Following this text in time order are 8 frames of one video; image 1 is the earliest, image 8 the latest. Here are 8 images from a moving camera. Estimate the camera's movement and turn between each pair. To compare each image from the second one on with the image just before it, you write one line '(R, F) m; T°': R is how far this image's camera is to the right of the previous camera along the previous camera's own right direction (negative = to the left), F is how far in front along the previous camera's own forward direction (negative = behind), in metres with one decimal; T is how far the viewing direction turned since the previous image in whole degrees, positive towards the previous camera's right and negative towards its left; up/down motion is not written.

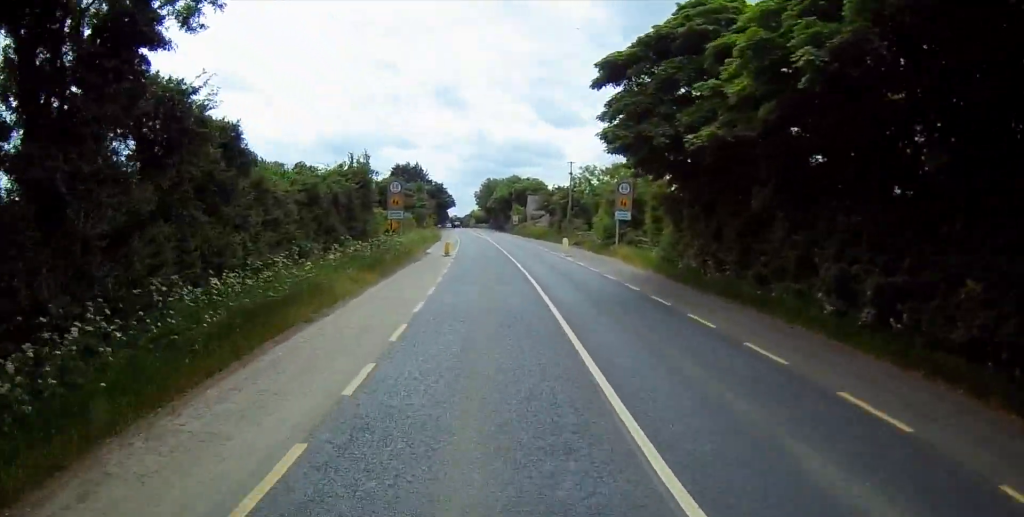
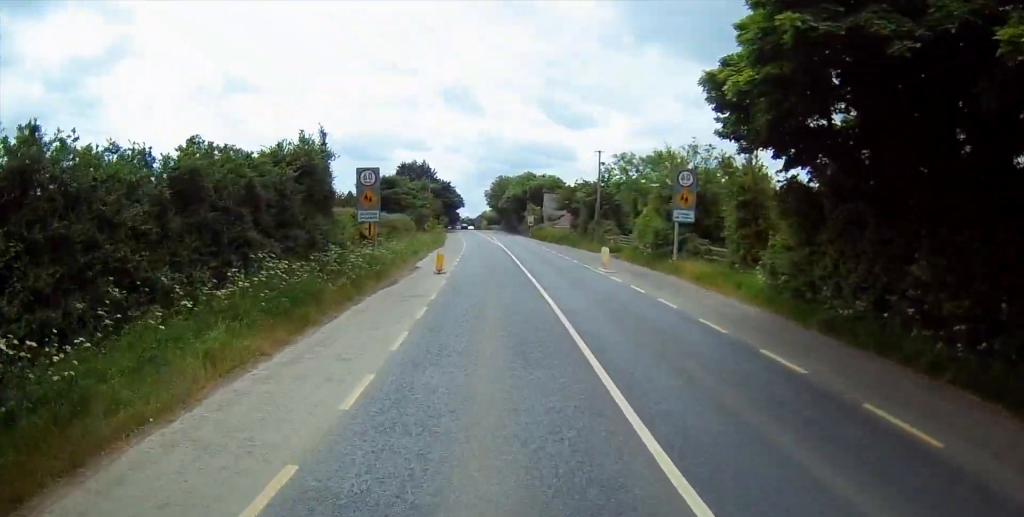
(-0.1, +13.2) m; -1°
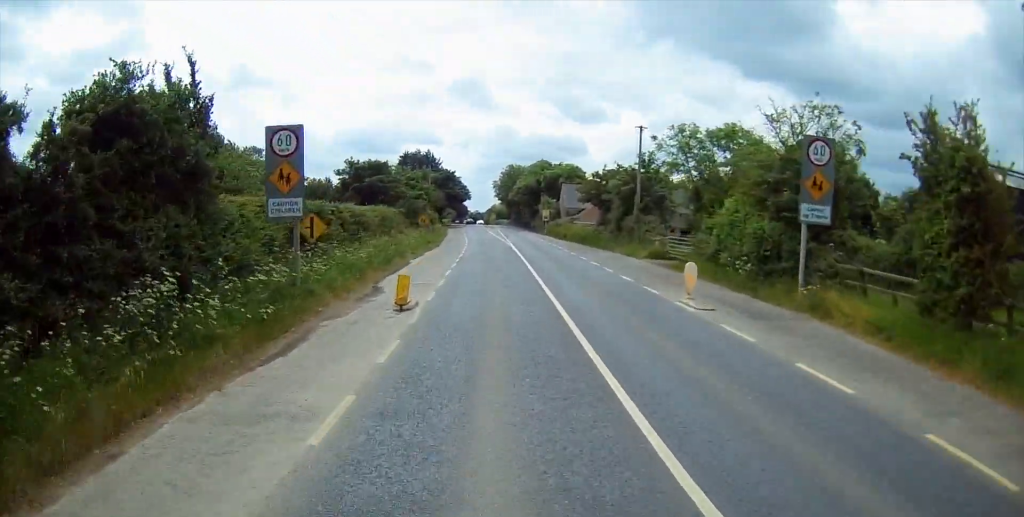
(+0.2, +14.3) m; -1°
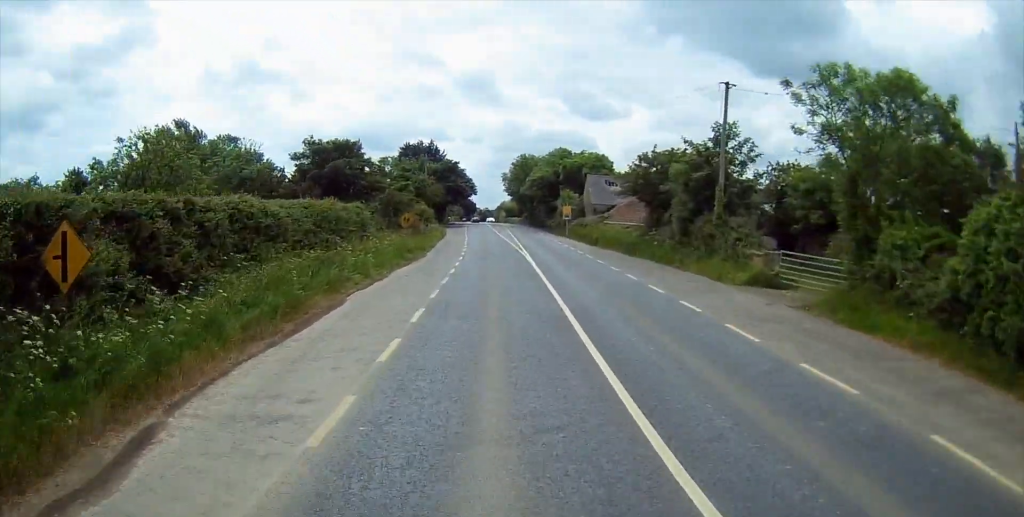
(-0.6, +16.9) m; -2°
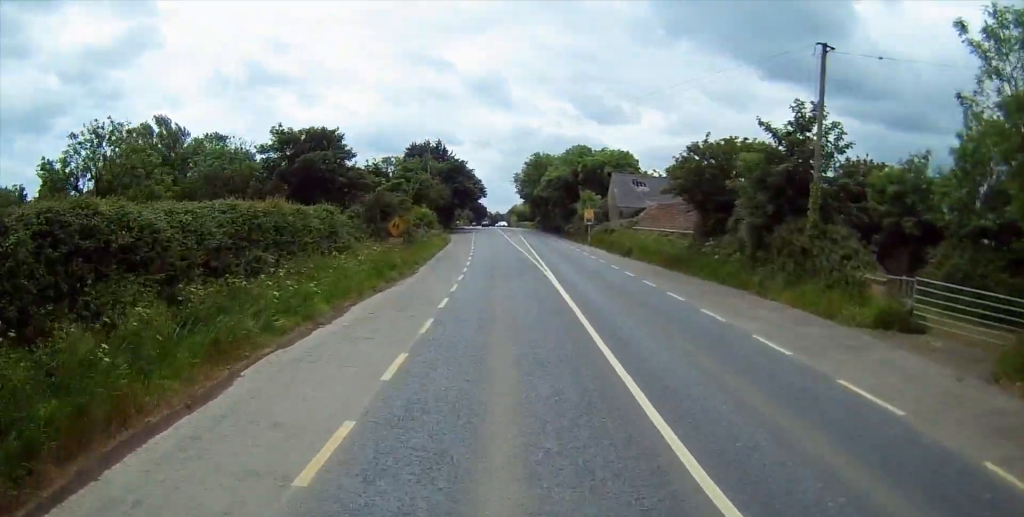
(-0.1, +9.6) m; 0°
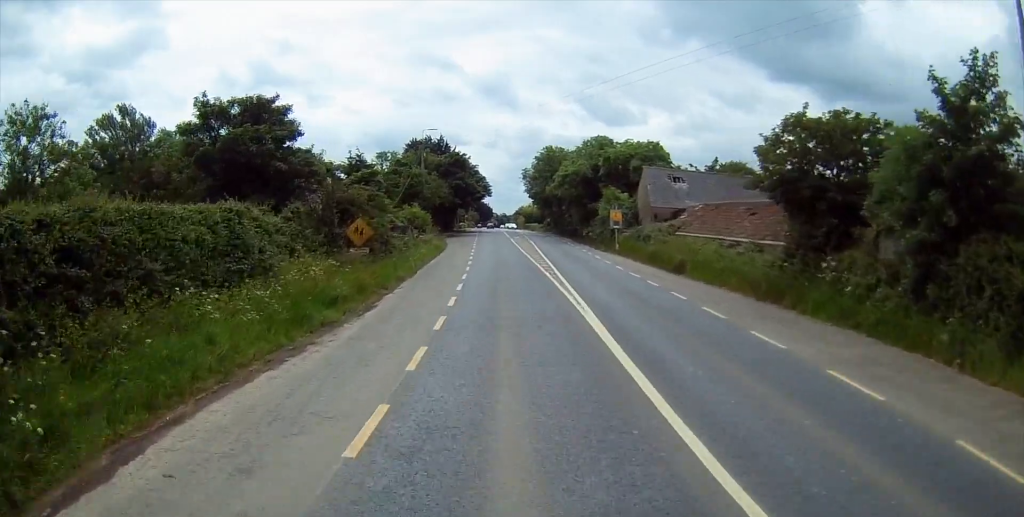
(0.0, +11.9) m; 0°
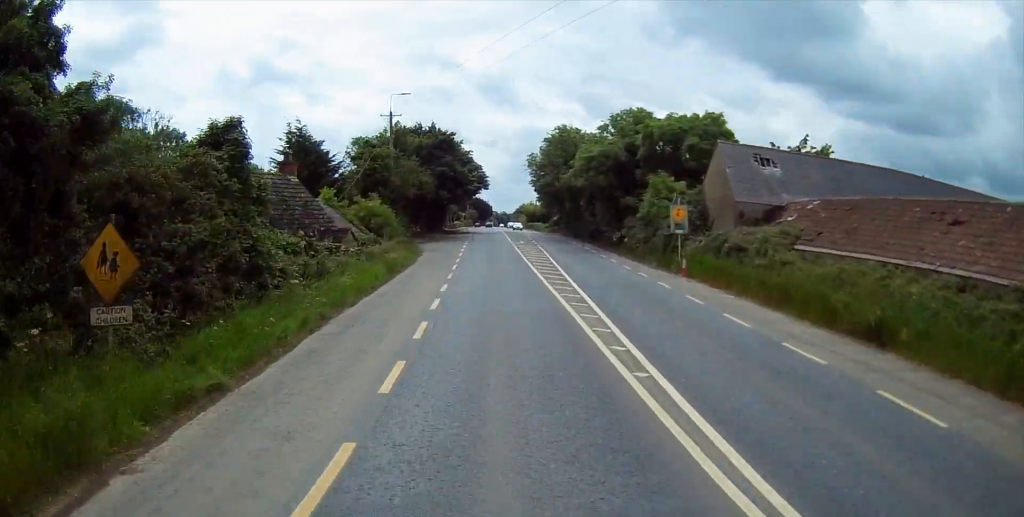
(0.0, +18.3) m; -1°
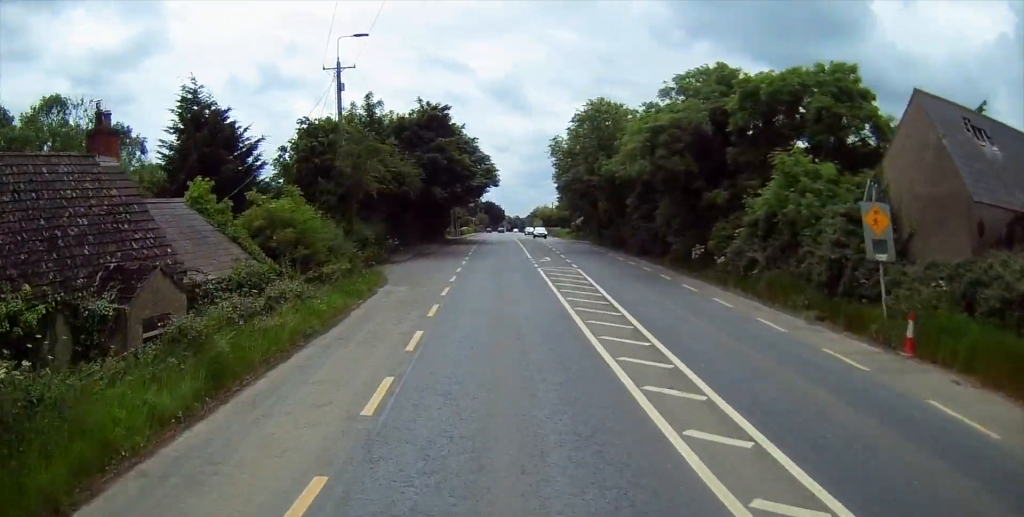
(-0.3, +17.4) m; -1°
